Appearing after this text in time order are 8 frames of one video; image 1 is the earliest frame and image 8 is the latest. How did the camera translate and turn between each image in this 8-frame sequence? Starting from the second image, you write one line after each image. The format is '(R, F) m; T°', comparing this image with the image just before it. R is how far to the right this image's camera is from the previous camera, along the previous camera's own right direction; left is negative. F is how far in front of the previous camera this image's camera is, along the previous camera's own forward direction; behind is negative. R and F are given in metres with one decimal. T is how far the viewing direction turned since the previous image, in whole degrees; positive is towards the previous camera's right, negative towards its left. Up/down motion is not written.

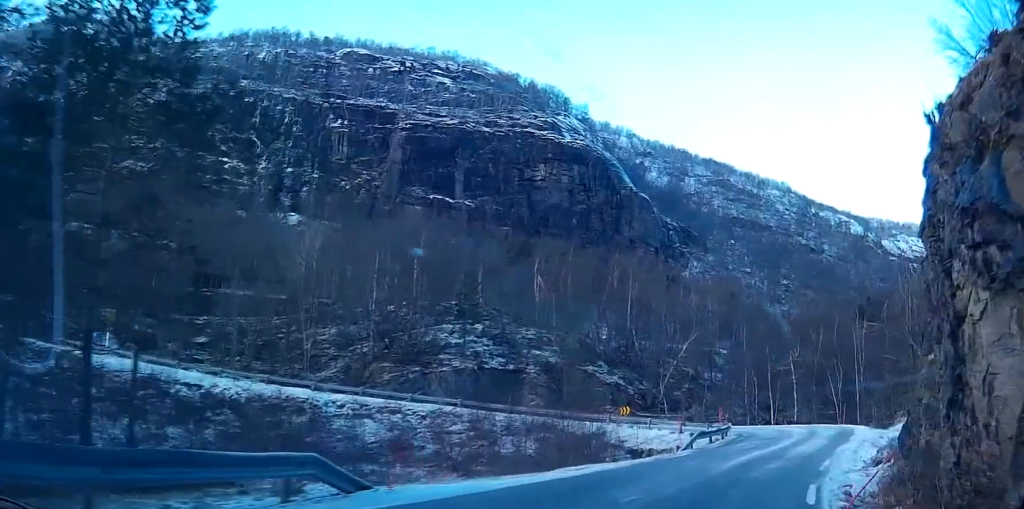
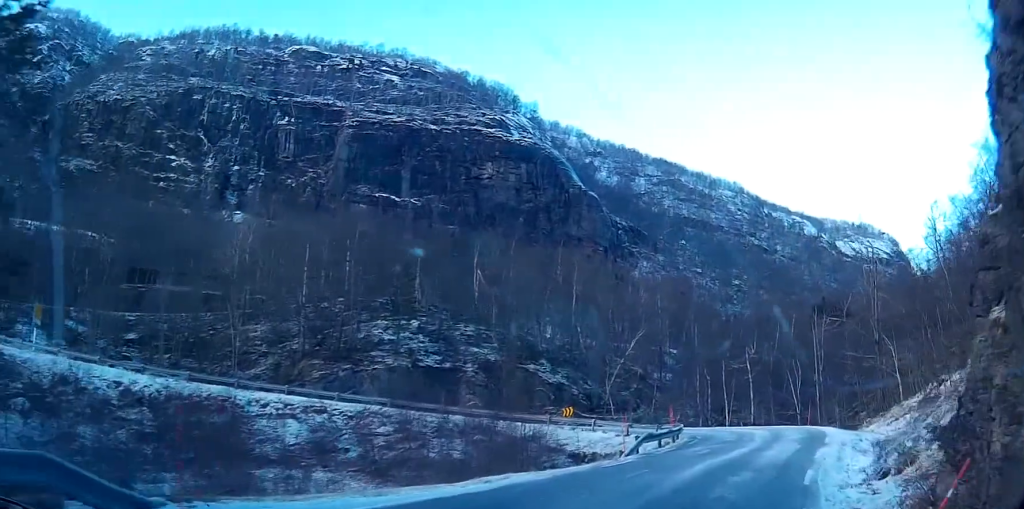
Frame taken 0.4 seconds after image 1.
(+0.4, +5.0) m; +2°
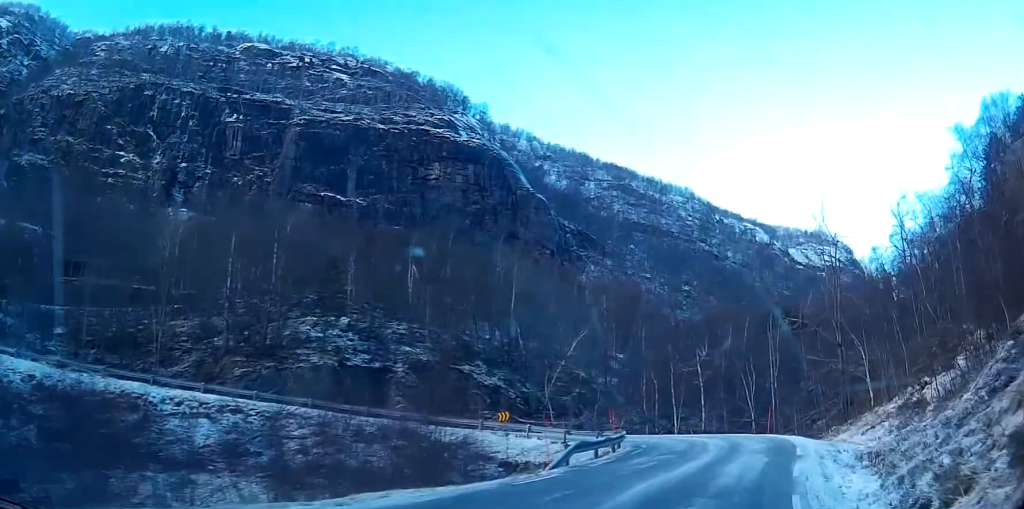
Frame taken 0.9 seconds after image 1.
(+0.2, +5.4) m; +3°
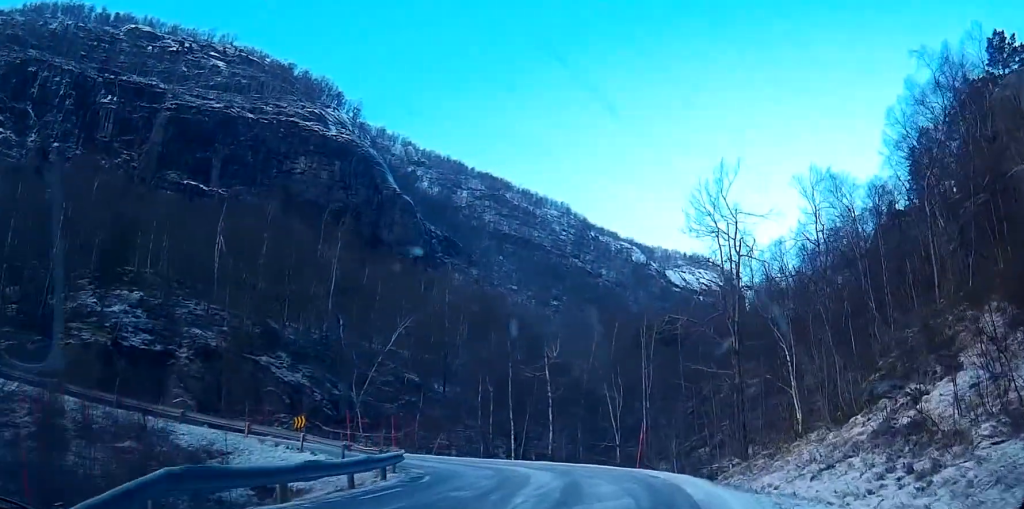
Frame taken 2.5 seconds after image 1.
(+0.8, +14.3) m; +7°
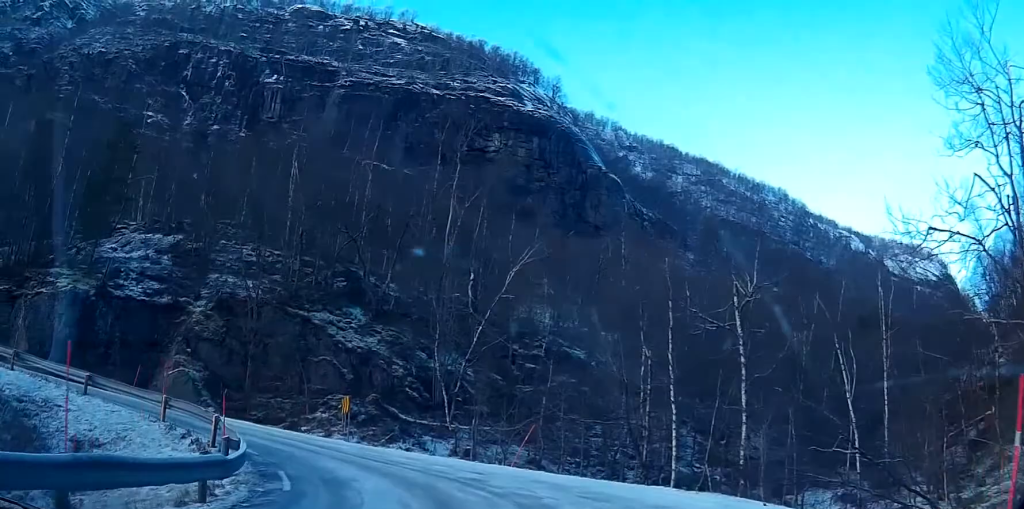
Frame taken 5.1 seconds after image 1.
(-1.5, +20.8) m; -18°
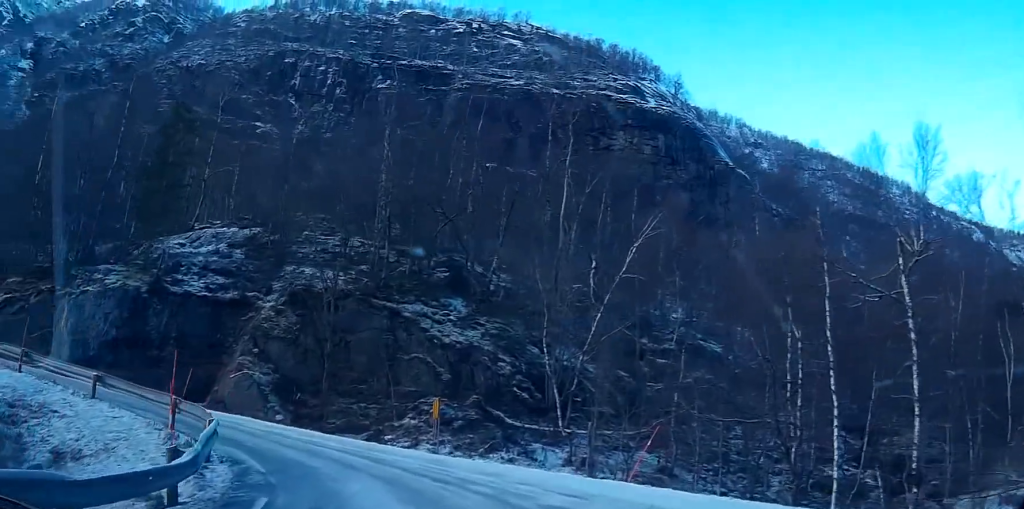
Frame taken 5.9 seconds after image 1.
(-0.6, +6.0) m; -7°
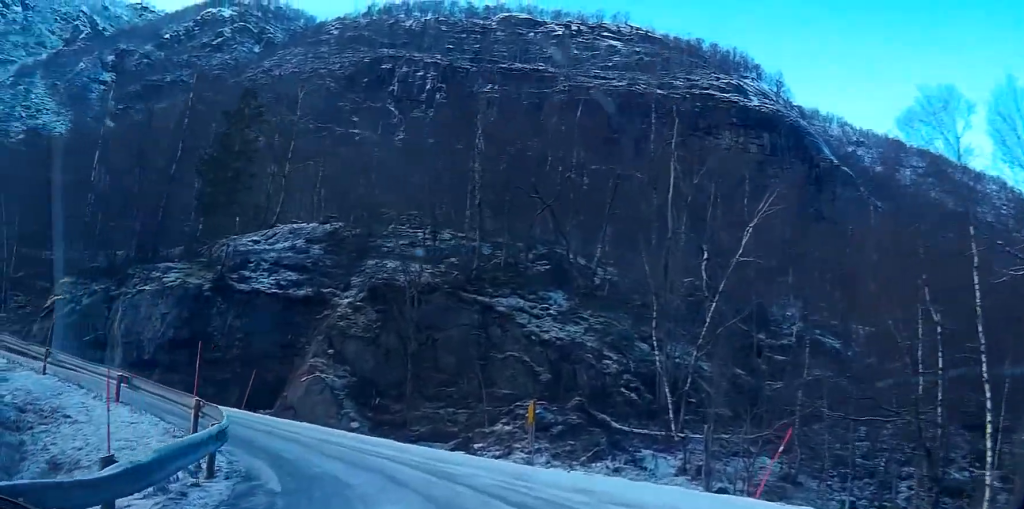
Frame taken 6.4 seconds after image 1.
(0.0, +3.5) m; -5°
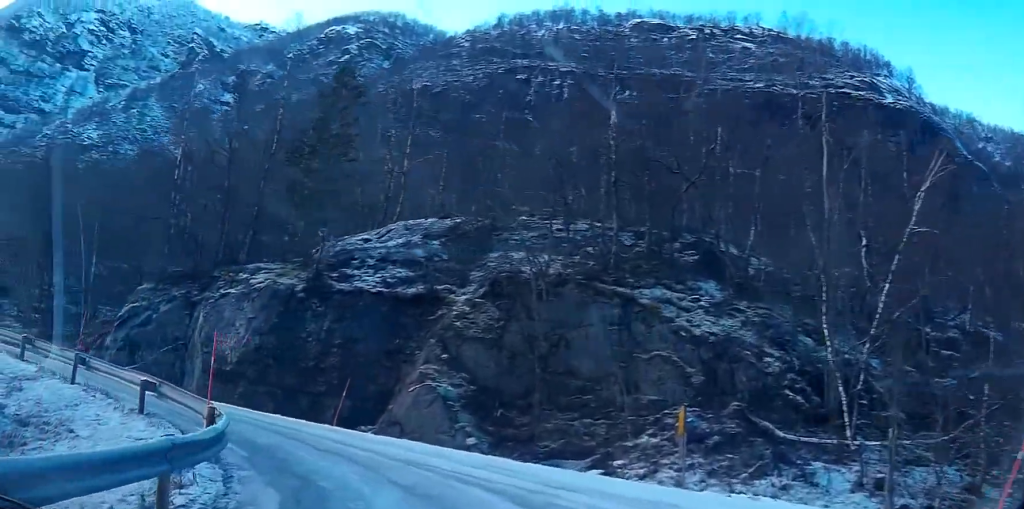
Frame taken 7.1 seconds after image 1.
(0.0, +4.4) m; -10°
